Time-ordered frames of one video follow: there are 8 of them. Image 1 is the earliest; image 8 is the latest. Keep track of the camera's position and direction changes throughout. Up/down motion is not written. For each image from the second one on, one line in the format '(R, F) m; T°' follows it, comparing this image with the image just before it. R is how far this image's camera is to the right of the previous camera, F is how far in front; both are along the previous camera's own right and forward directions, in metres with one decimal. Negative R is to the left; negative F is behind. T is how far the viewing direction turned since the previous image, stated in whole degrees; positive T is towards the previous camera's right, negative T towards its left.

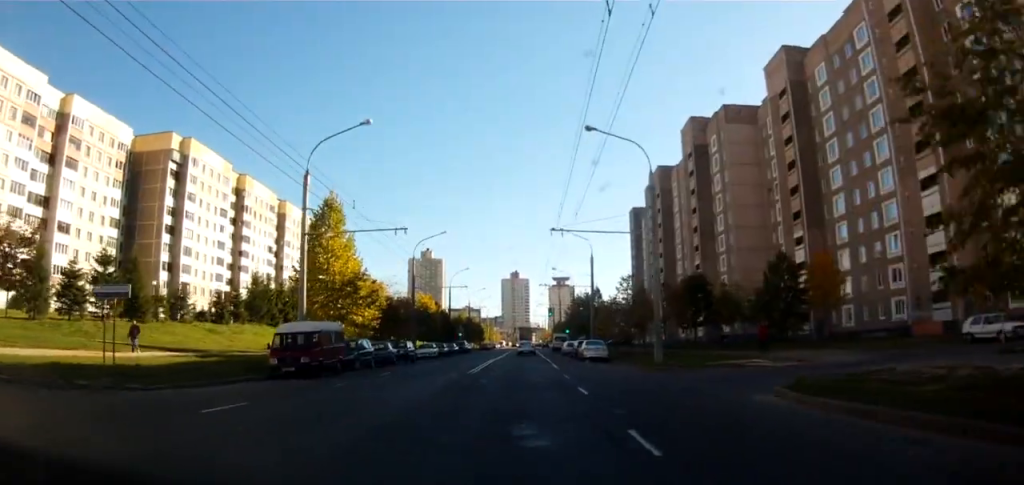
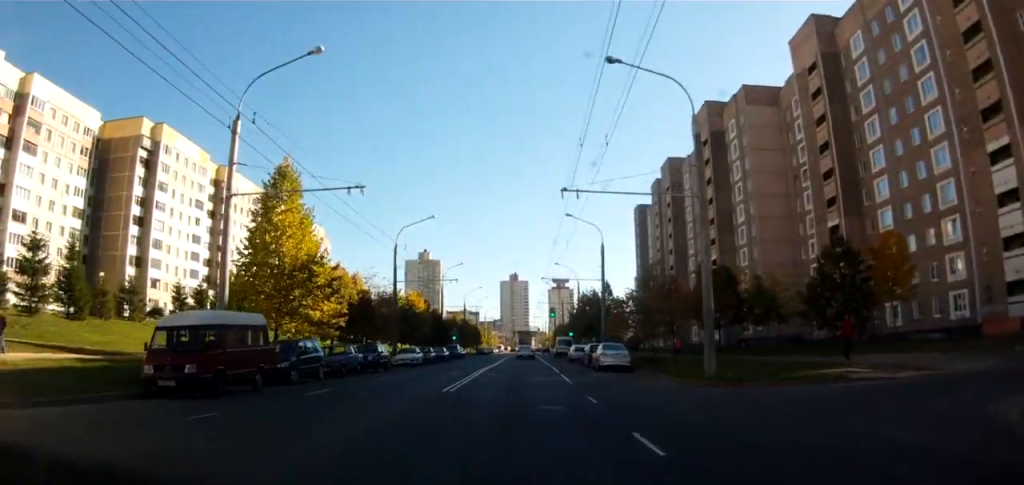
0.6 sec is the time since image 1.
(+0.4, +8.6) m; 0°
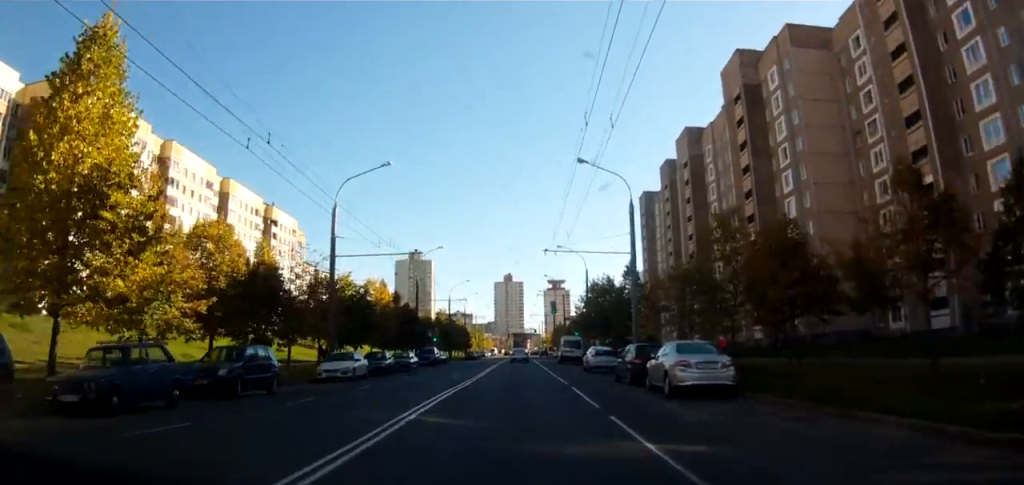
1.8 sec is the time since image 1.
(-0.7, +16.6) m; -2°
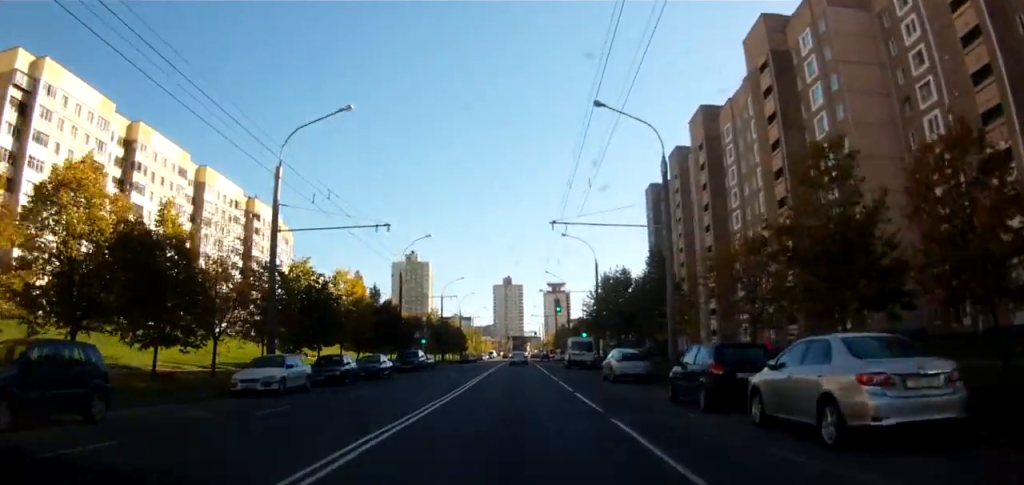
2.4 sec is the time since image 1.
(-0.1, +9.2) m; +3°
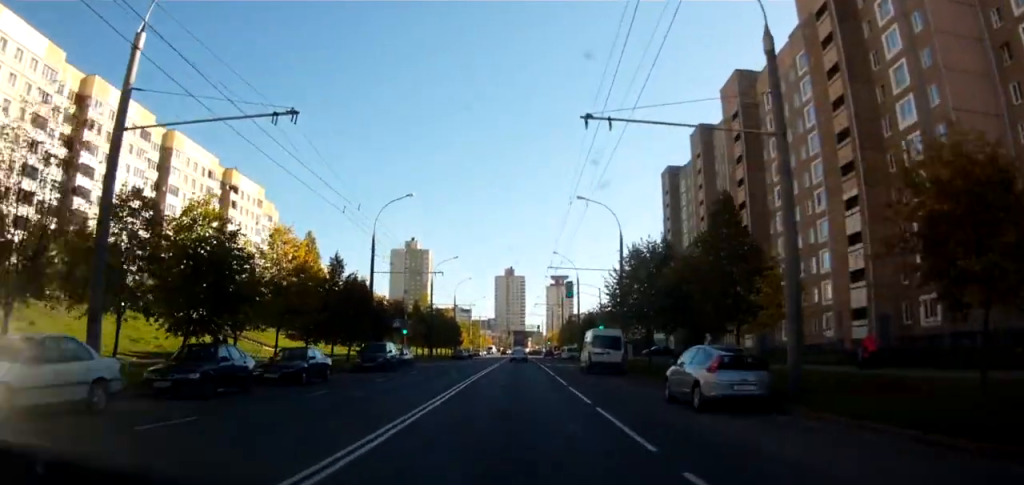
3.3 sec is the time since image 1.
(+0.8, +12.5) m; +3°
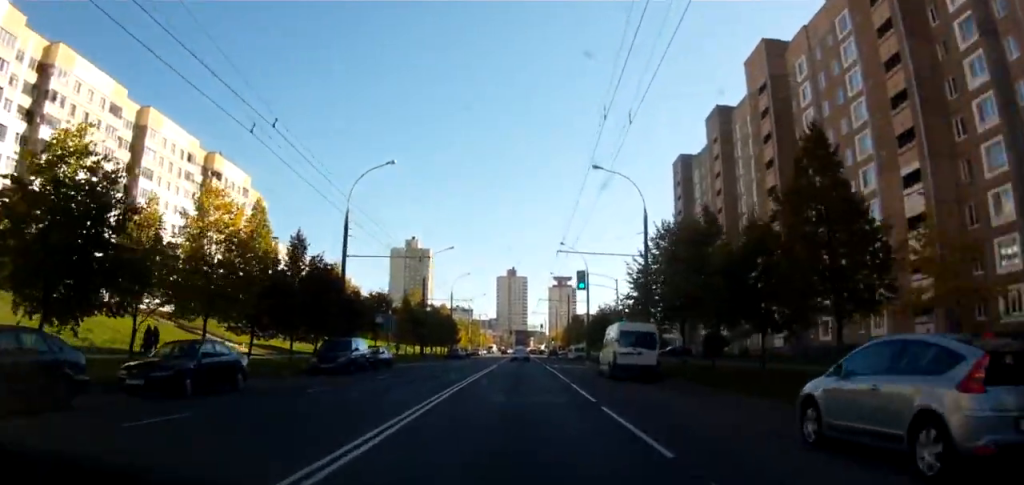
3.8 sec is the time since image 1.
(+0.2, +7.9) m; 0°
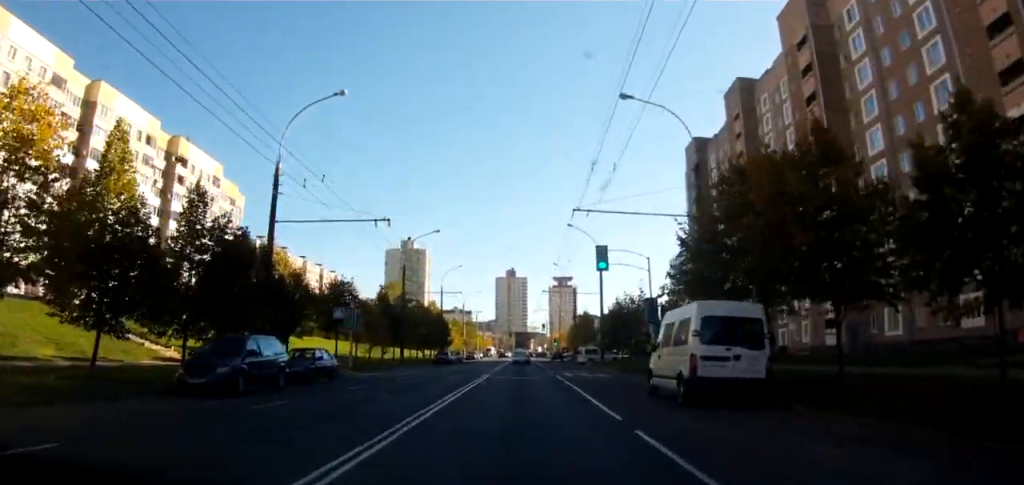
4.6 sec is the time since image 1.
(-0.3, +11.3) m; -4°
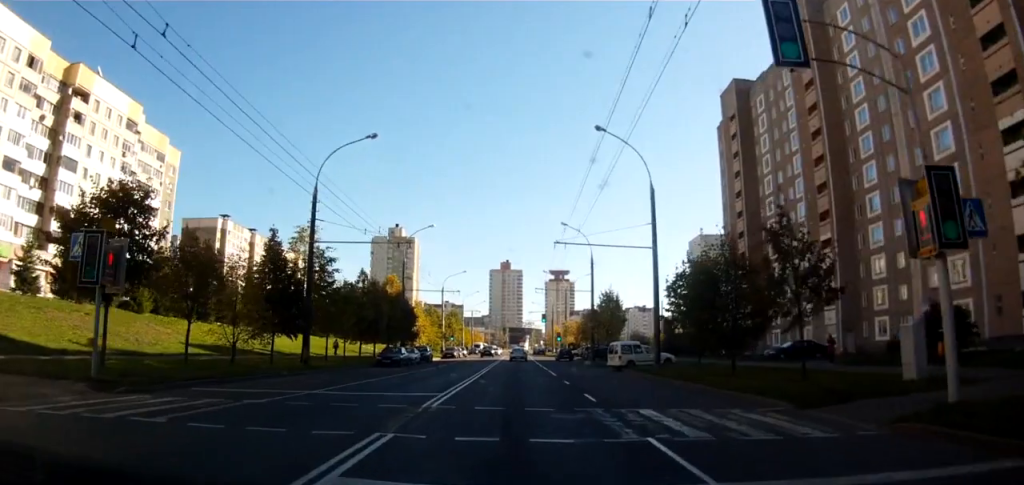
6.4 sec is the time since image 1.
(-0.3, +24.6) m; +1°
